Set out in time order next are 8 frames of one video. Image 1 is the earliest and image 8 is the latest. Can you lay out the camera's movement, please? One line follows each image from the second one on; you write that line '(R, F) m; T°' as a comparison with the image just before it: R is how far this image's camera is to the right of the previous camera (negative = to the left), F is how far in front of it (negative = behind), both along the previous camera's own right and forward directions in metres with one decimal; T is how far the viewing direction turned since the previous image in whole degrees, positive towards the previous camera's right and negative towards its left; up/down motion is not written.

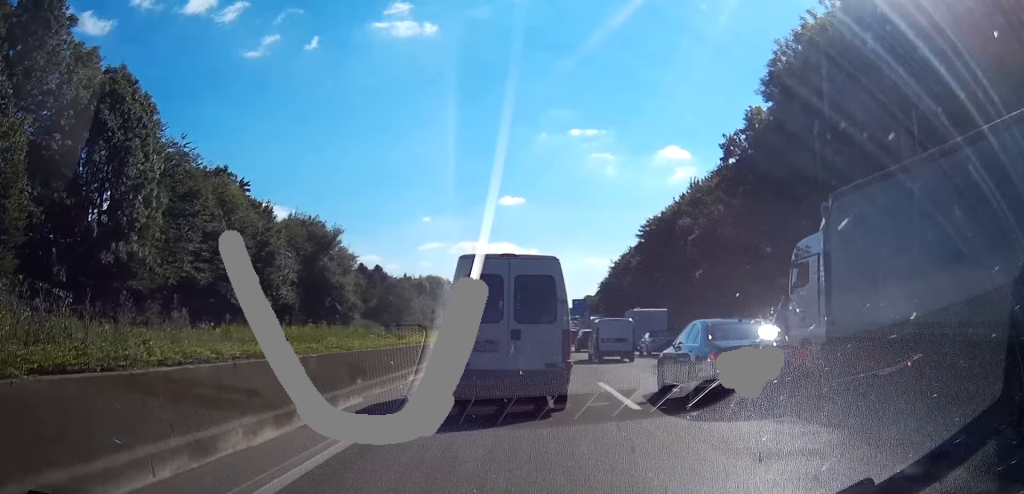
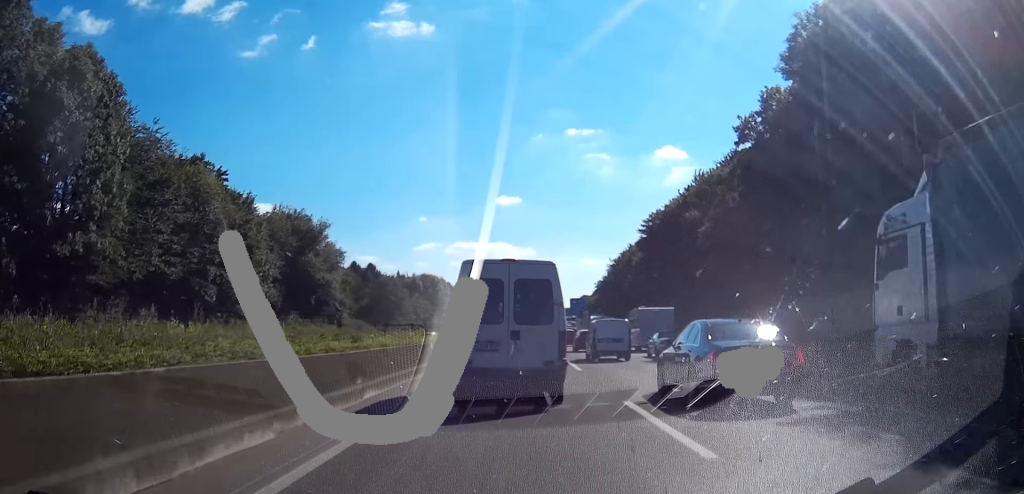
(-0.2, +6.4) m; -3°
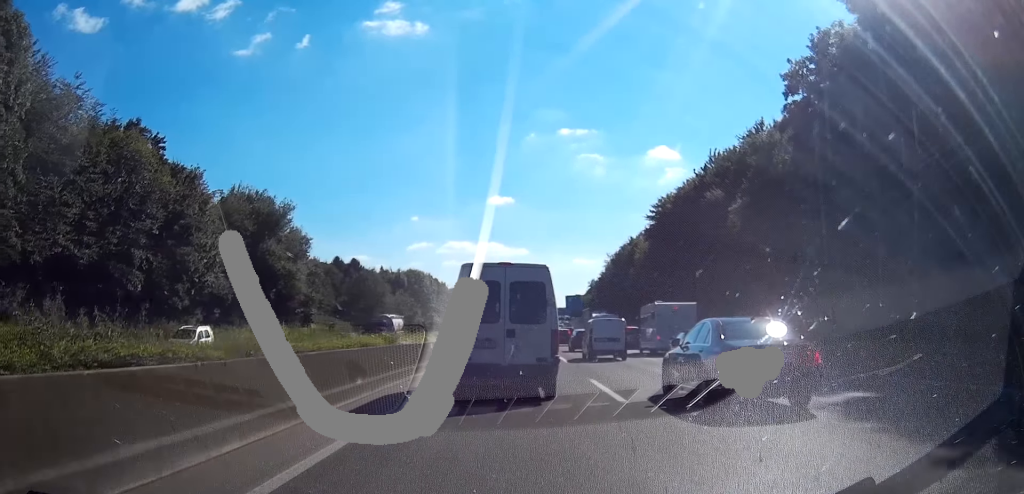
(-0.3, +13.7) m; -1°
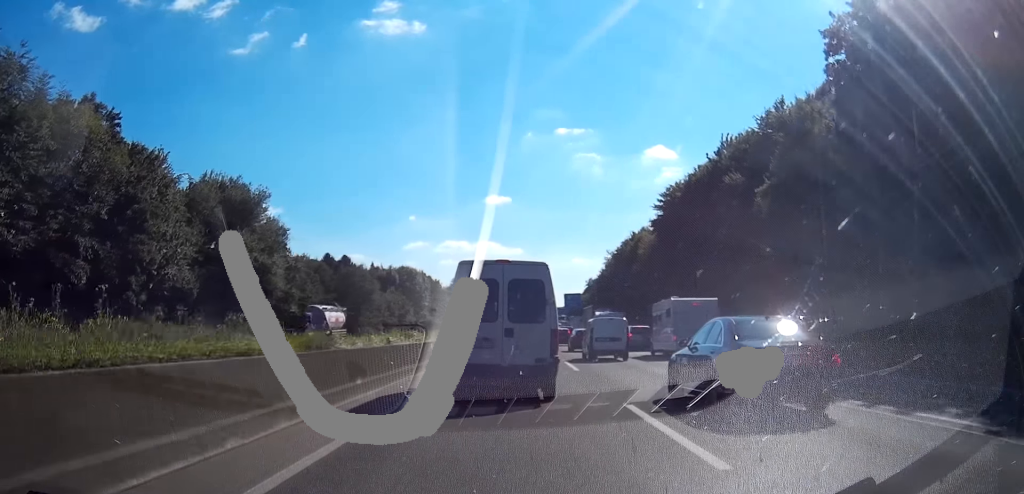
(0.0, +7.1) m; +1°
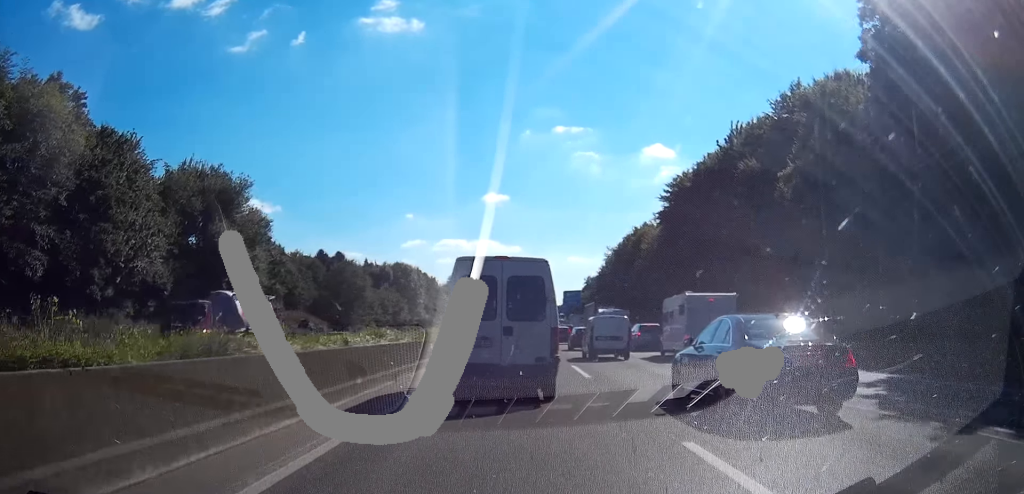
(0.0, +4.6) m; +2°
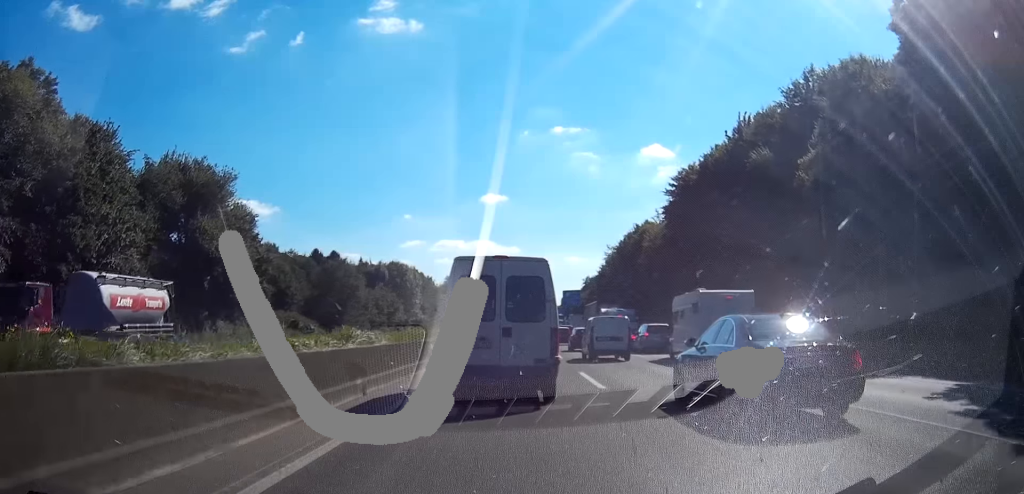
(+0.1, +3.4) m; +2°
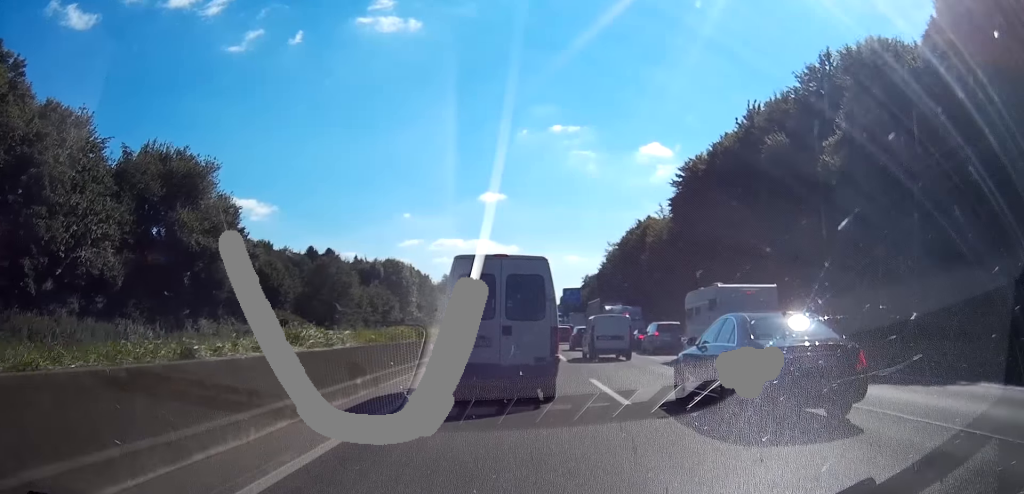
(+0.1, +3.7) m; +2°
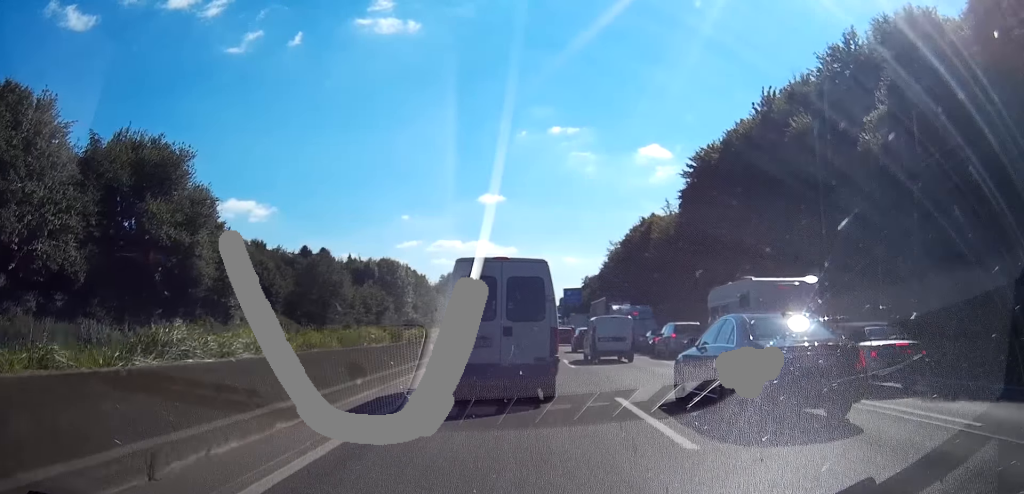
(0.0, +5.2) m; +3°
